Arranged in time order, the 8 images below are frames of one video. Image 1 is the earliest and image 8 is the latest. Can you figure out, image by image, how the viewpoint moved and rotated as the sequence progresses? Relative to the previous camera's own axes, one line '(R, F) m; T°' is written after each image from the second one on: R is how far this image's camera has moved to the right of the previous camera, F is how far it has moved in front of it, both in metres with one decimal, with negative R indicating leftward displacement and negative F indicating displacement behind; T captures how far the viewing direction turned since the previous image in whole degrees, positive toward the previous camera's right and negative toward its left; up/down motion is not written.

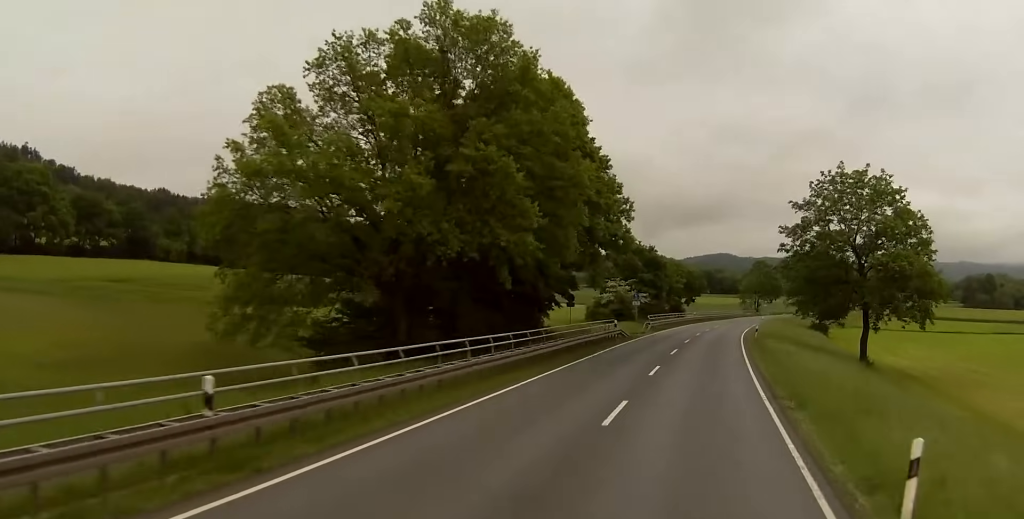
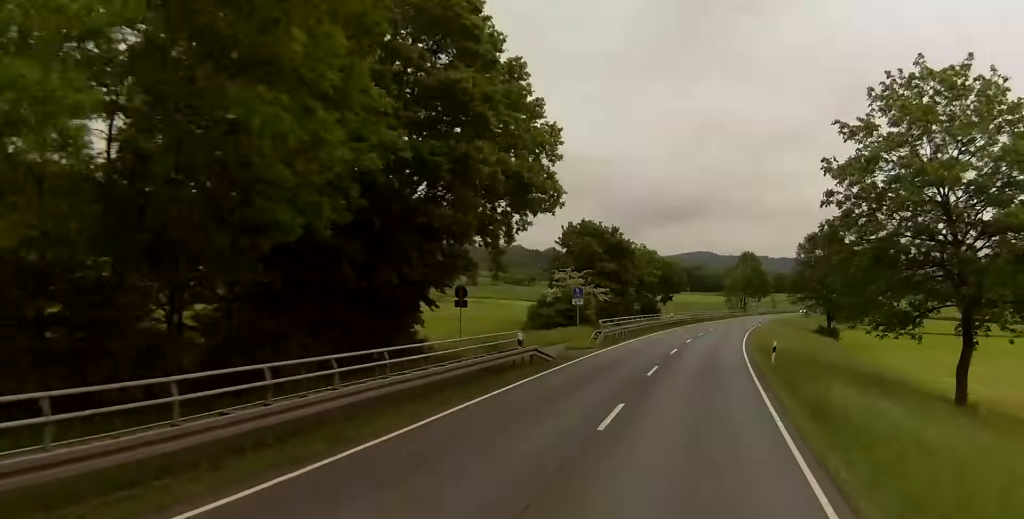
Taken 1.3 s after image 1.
(+0.5, +26.8) m; +2°
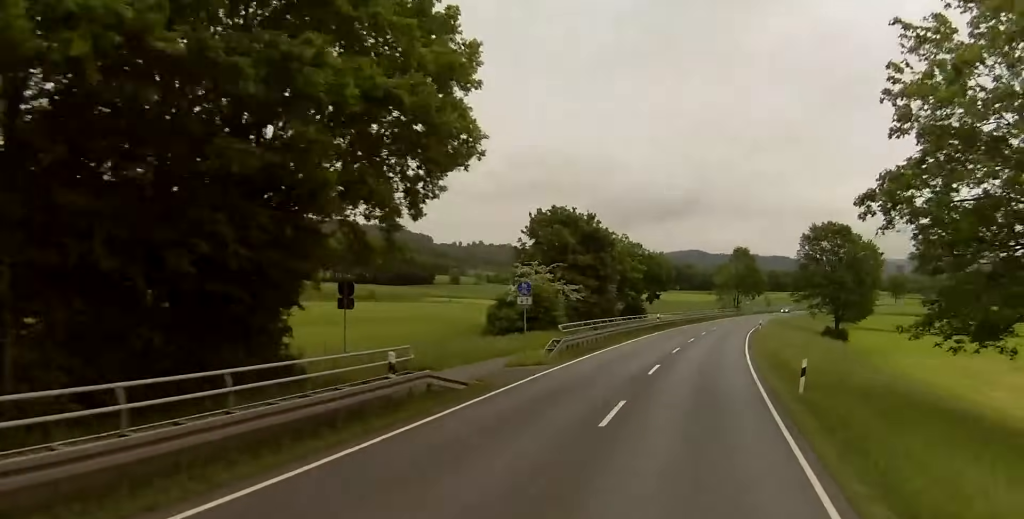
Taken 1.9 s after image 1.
(0.0, +11.1) m; 0°
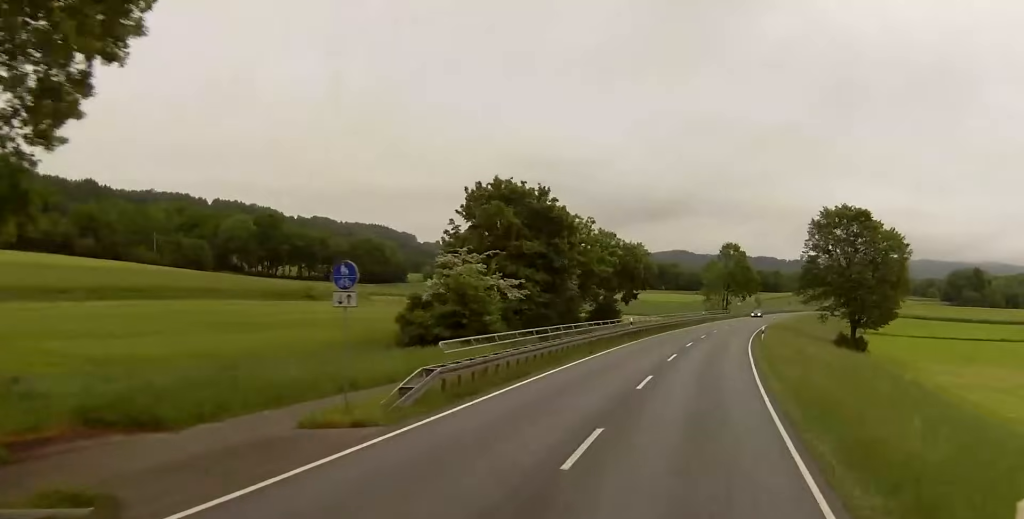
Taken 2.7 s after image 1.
(0.0, +13.6) m; 0°
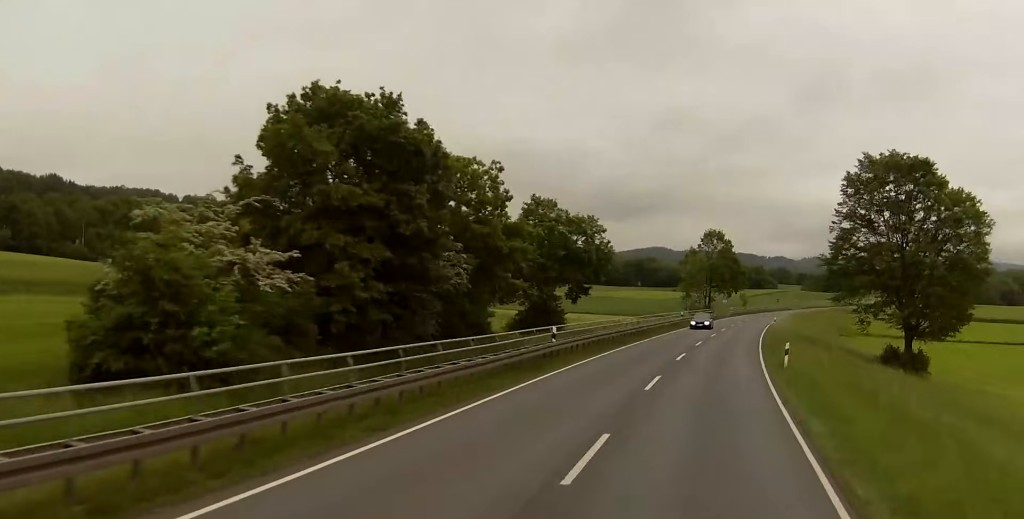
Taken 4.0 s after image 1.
(+0.1, +18.9) m; +1°
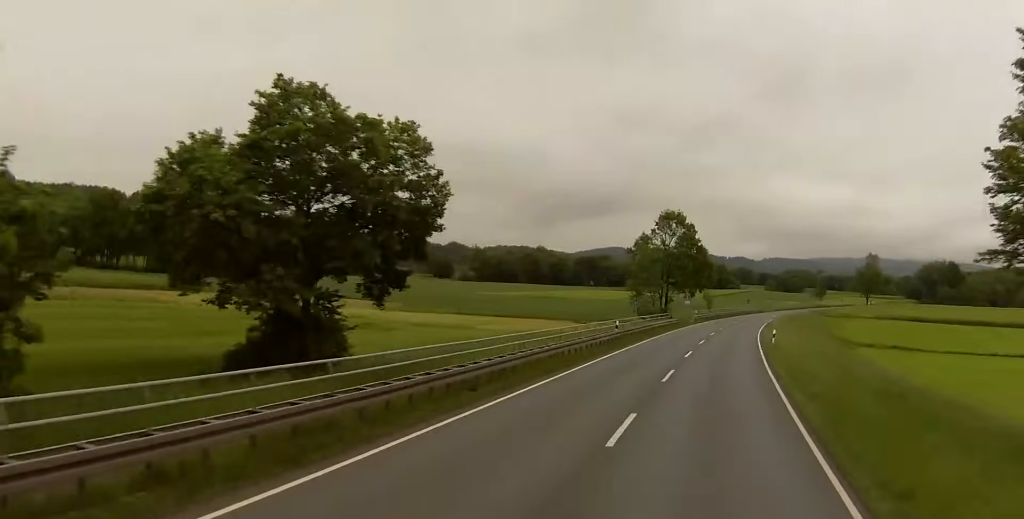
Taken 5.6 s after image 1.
(+0.6, +26.8) m; +3°
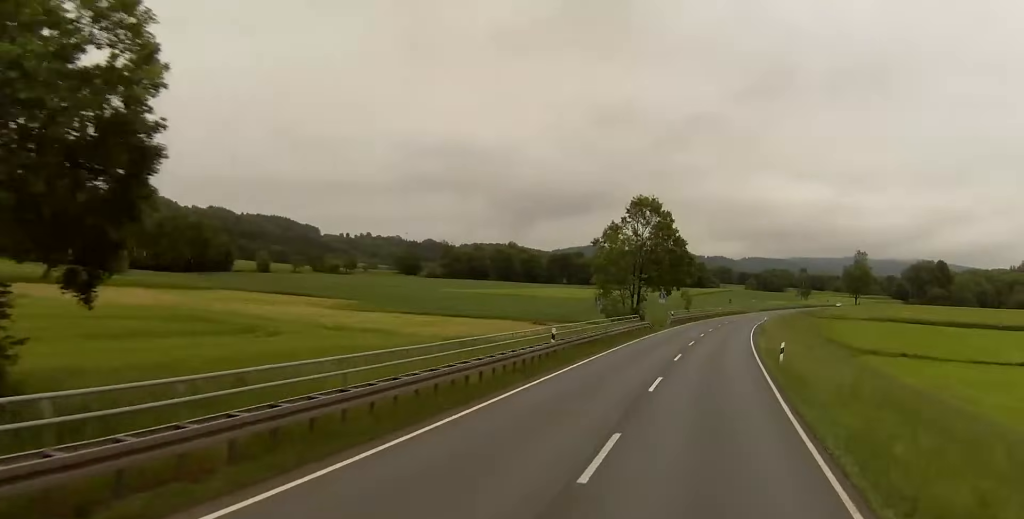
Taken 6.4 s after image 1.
(+0.1, +14.1) m; +1°
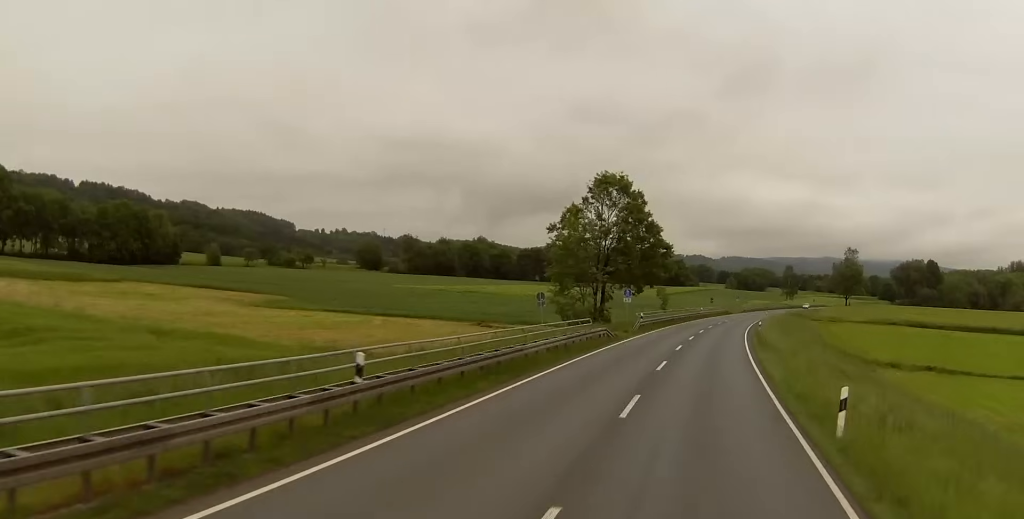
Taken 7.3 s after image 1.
(+0.3, +17.2) m; +2°
